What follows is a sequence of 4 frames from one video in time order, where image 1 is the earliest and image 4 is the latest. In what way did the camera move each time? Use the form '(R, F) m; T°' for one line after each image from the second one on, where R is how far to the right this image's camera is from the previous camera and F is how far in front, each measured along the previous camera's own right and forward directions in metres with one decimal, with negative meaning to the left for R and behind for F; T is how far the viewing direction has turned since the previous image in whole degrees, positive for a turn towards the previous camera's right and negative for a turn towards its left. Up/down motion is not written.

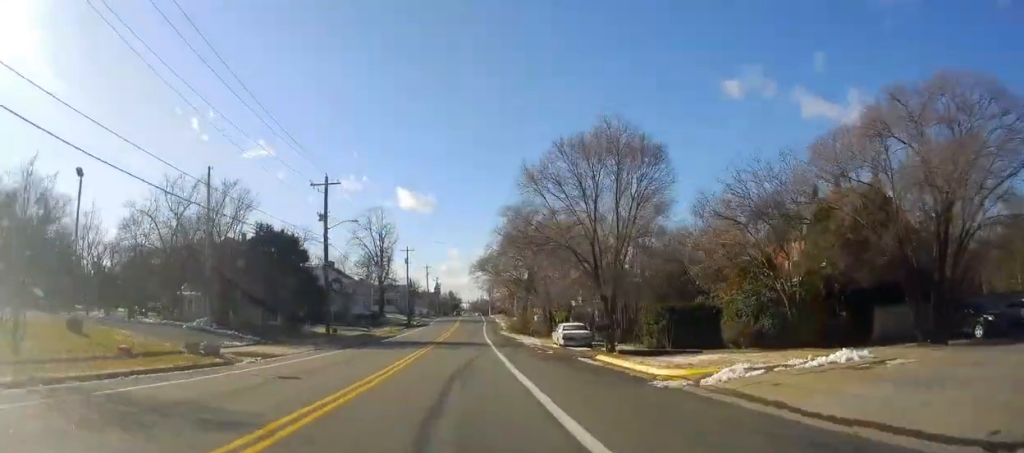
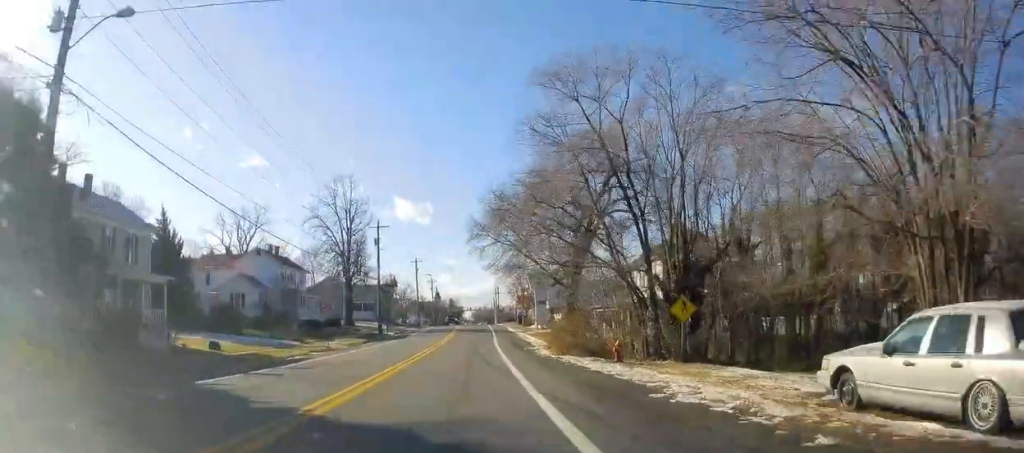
(+0.1, +30.9) m; +2°
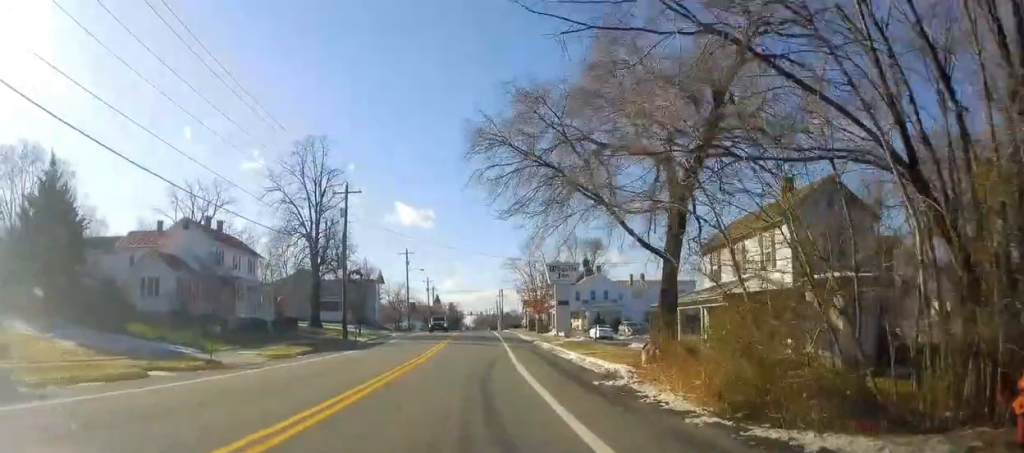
(-0.1, +18.0) m; -2°
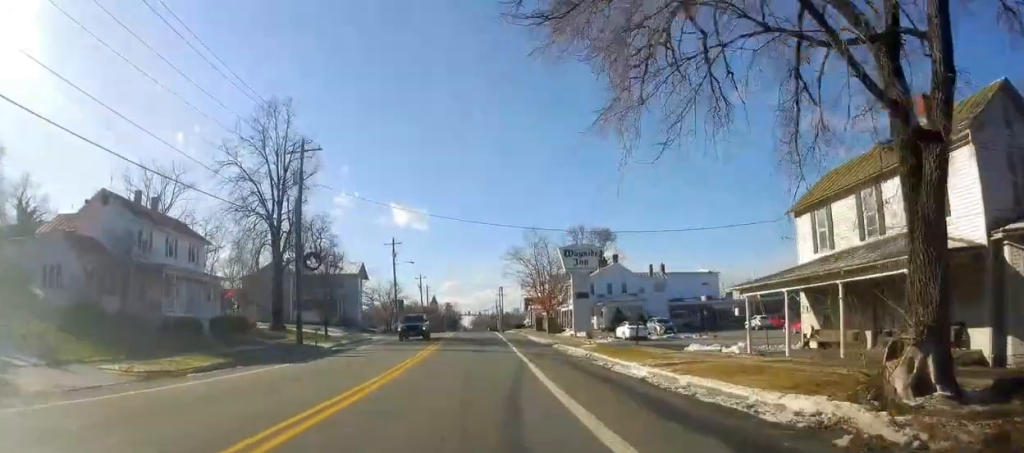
(-0.2, +12.0) m; -1°
